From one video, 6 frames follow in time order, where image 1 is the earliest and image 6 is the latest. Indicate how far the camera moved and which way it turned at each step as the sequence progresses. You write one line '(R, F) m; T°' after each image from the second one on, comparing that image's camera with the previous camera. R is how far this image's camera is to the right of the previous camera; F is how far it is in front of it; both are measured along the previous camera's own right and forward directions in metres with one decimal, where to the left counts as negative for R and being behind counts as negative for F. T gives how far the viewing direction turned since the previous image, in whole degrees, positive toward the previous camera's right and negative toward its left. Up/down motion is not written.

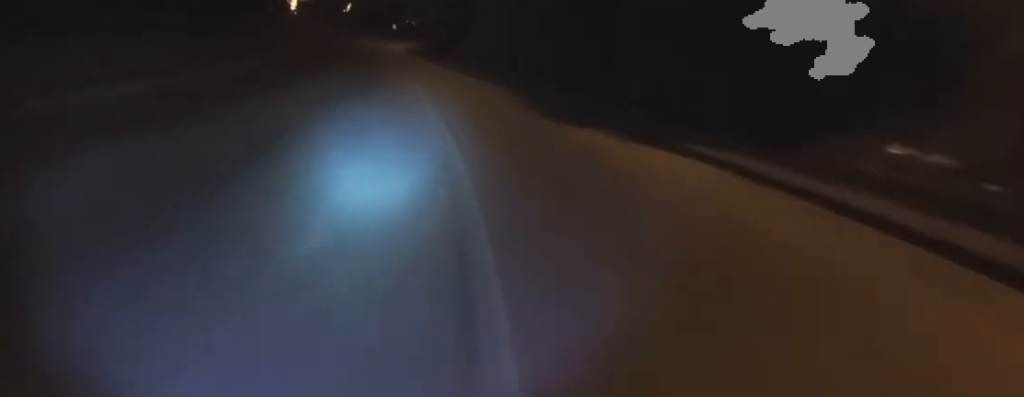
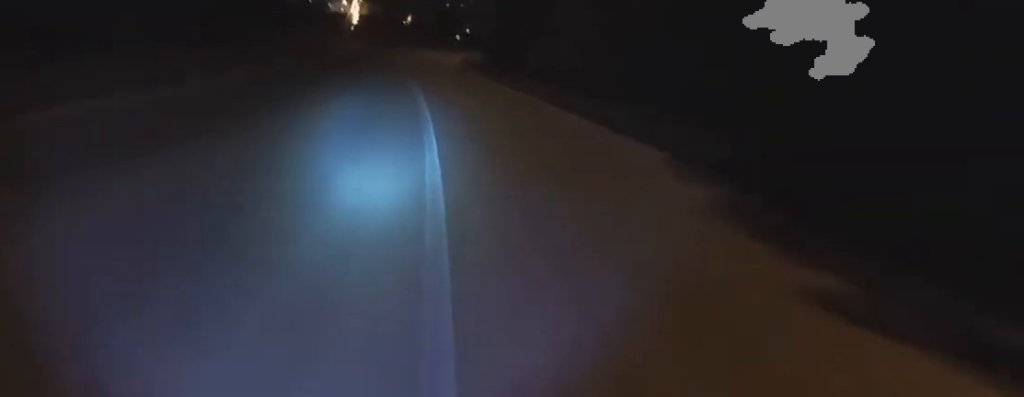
(-0.3, +8.4) m; -3°
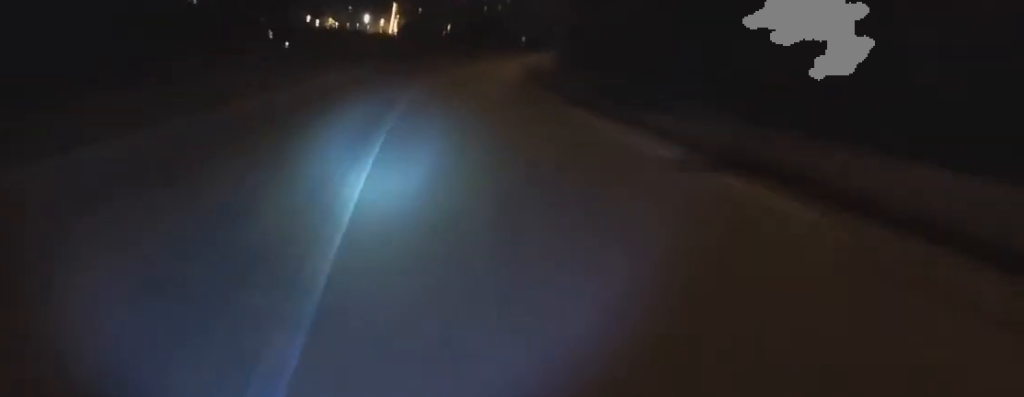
(-0.3, +13.9) m; -5°
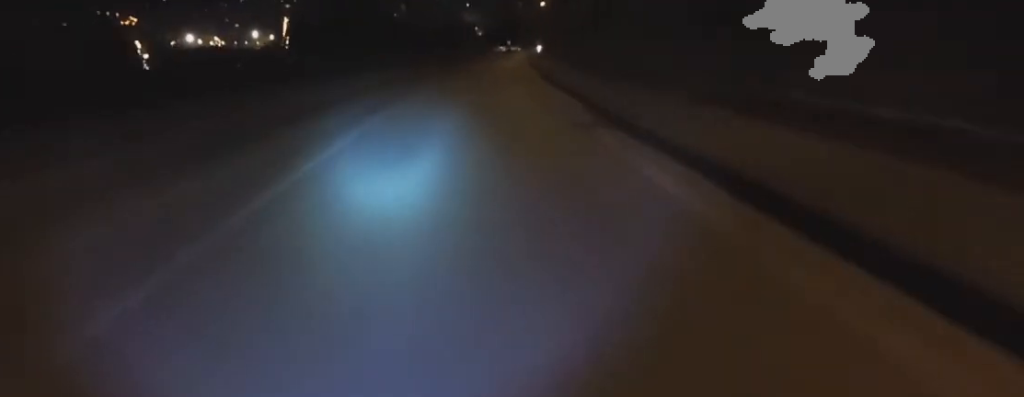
(+1.2, +34.1) m; +8°
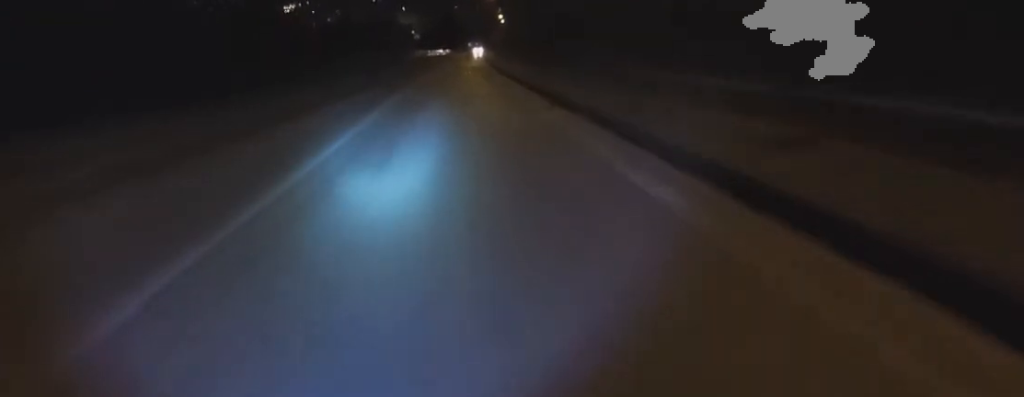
(+1.4, +20.0) m; +5°
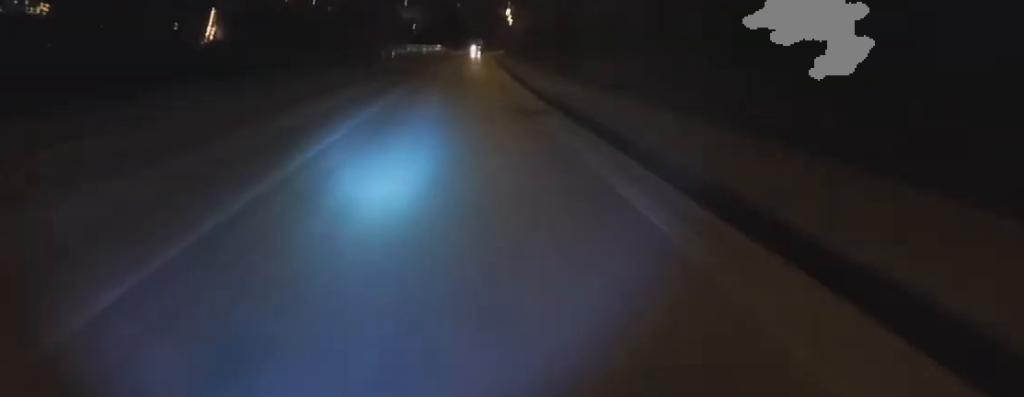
(0.0, +13.1) m; 0°
